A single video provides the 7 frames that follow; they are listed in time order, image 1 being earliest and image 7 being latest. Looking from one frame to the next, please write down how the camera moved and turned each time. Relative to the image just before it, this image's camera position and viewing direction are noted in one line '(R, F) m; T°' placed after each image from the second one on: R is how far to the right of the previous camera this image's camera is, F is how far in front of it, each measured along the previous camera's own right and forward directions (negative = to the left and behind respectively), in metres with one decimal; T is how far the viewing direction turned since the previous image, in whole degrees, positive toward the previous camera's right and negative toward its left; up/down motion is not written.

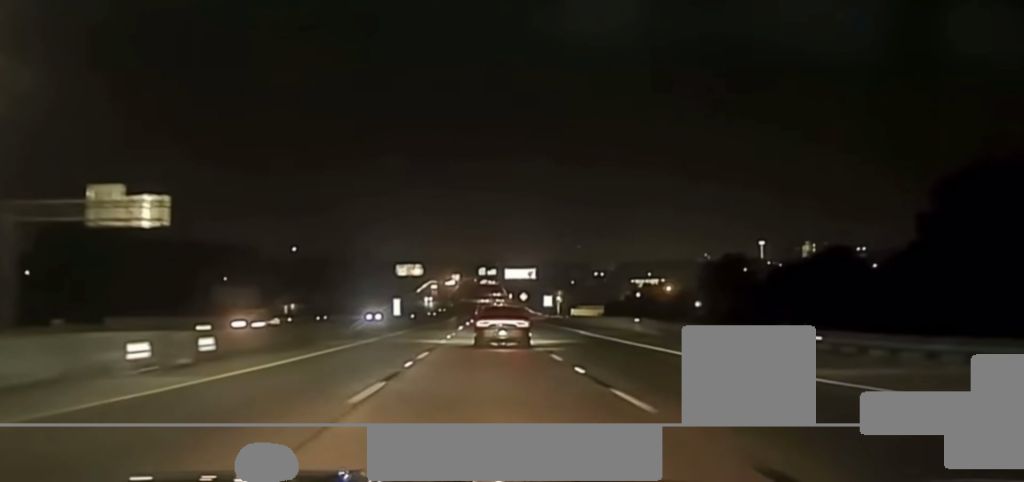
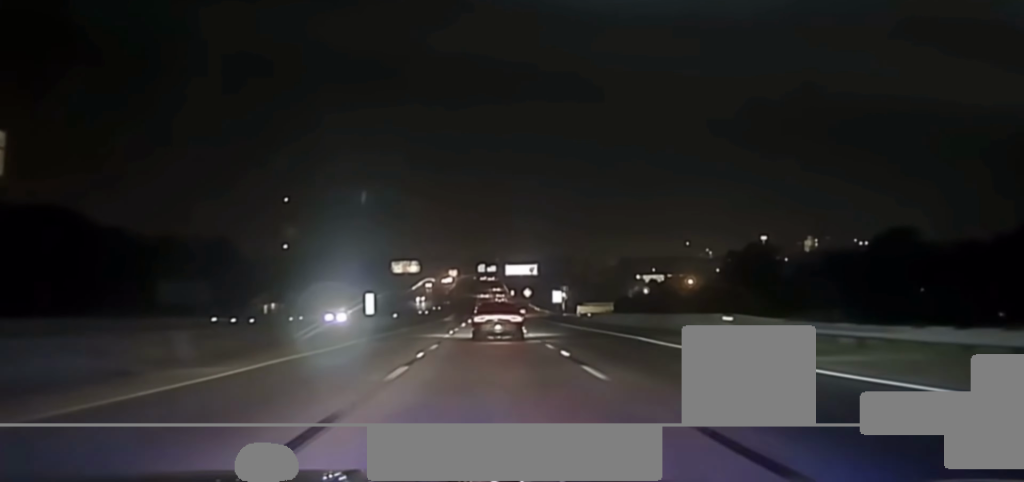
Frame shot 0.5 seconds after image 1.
(0.0, +18.0) m; 0°
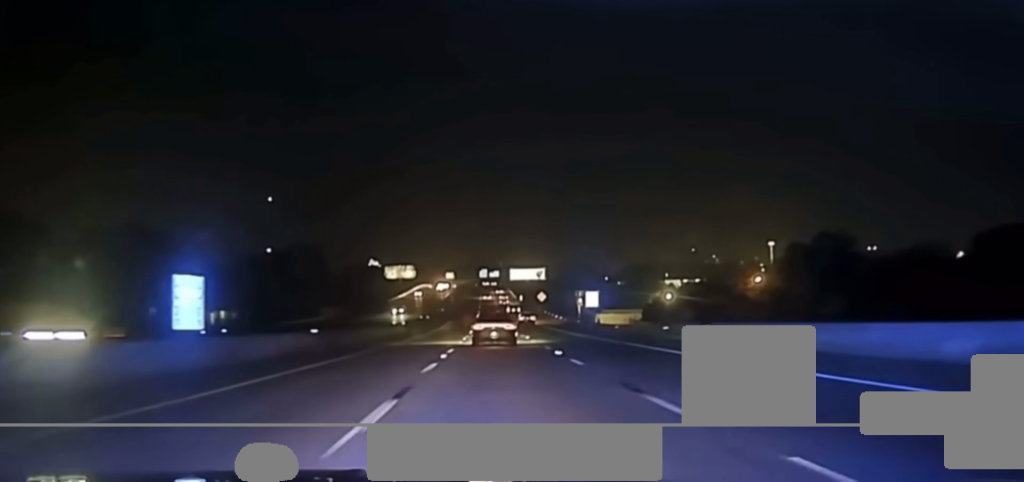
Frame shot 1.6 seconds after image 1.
(0.0, +39.9) m; 0°
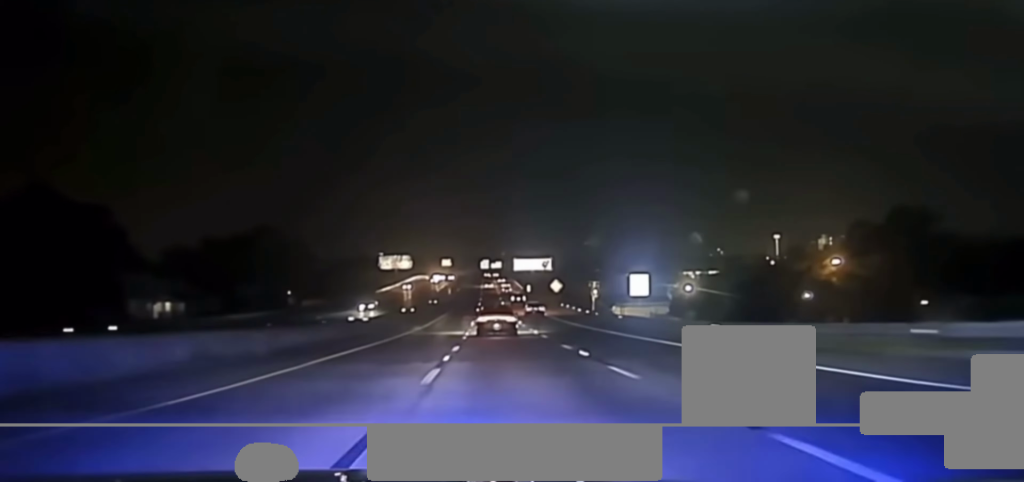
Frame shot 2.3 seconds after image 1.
(-0.1, +30.0) m; 0°
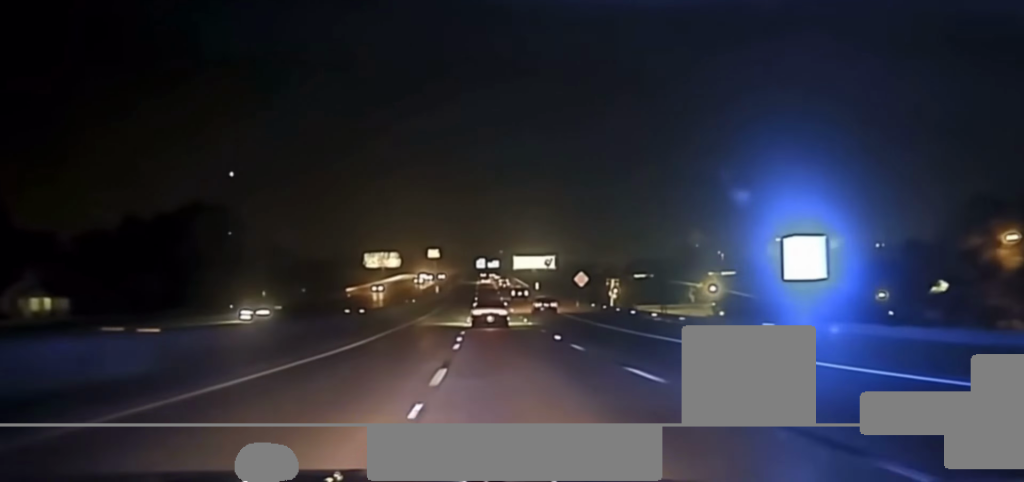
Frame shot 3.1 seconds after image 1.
(+0.2, +40.1) m; 0°
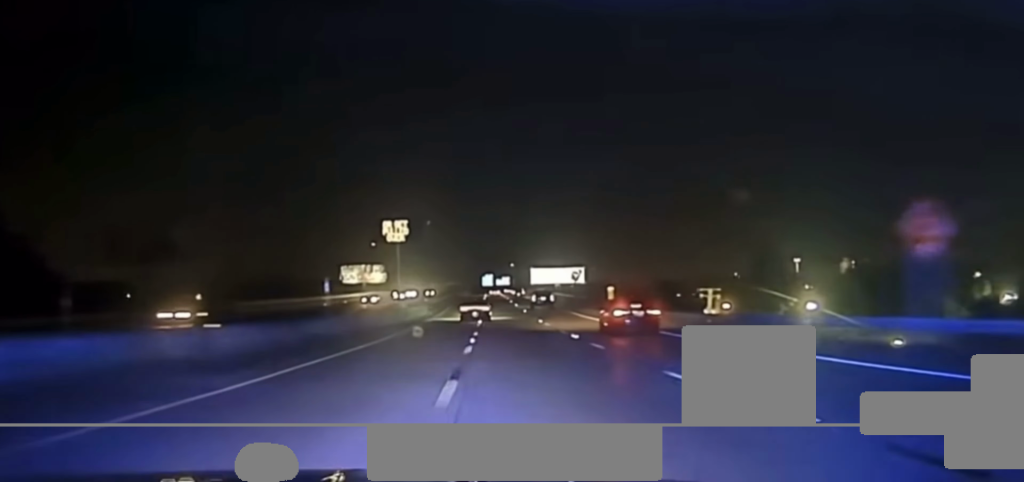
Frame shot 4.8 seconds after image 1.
(-0.2, +86.1) m; 0°
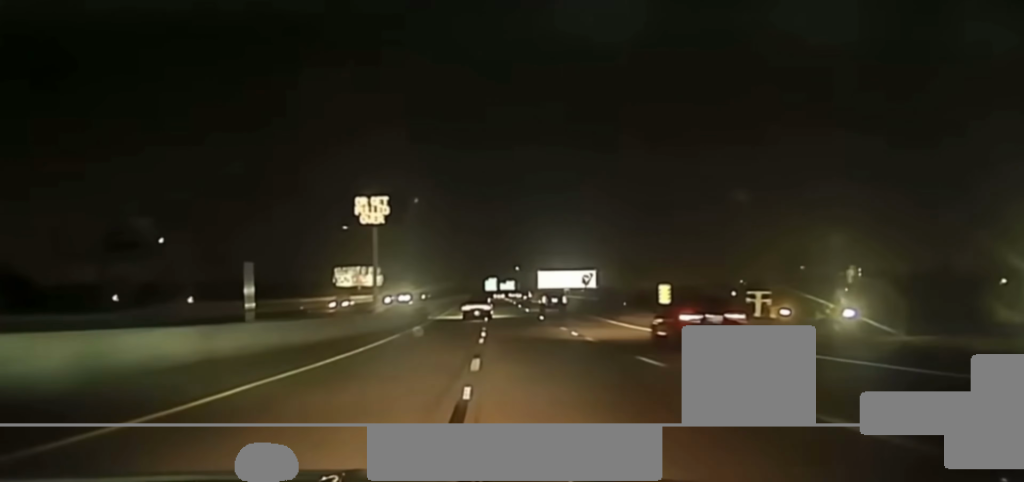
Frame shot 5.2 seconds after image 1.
(0.0, +19.5) m; 0°
